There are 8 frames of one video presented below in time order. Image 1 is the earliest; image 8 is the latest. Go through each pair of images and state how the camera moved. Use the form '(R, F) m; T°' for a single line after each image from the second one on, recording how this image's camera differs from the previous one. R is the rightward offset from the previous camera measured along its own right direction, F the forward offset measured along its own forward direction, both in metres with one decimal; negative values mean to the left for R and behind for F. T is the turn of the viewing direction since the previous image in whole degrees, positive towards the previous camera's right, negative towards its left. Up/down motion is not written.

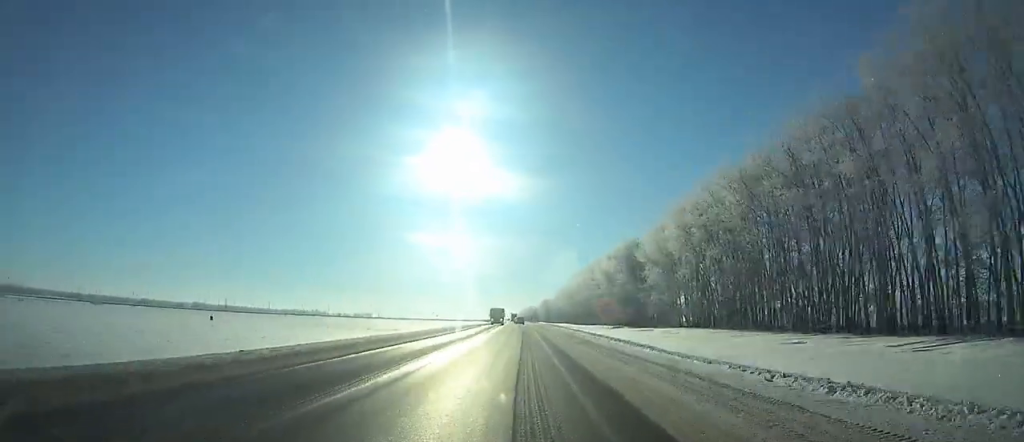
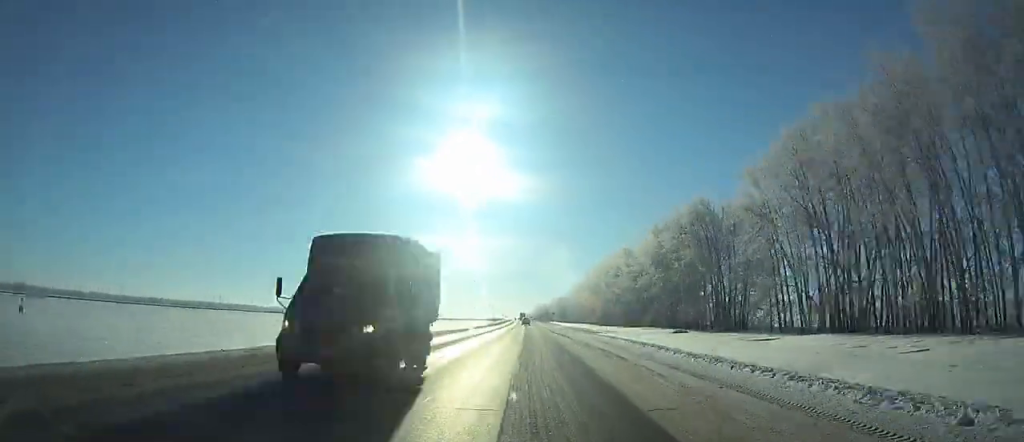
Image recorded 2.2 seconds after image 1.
(-0.3, +48.7) m; 0°
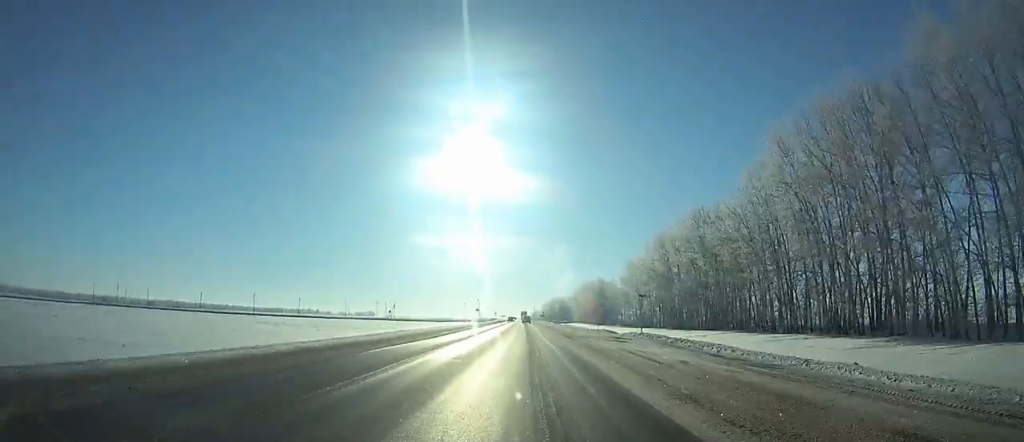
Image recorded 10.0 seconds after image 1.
(-1.1, +169.3) m; -1°
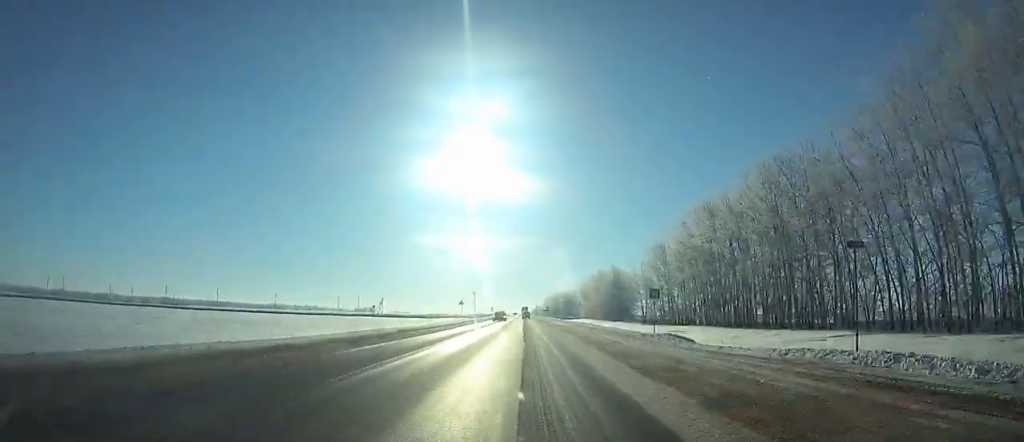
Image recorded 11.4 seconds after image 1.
(-0.1, +29.3) m; 0°
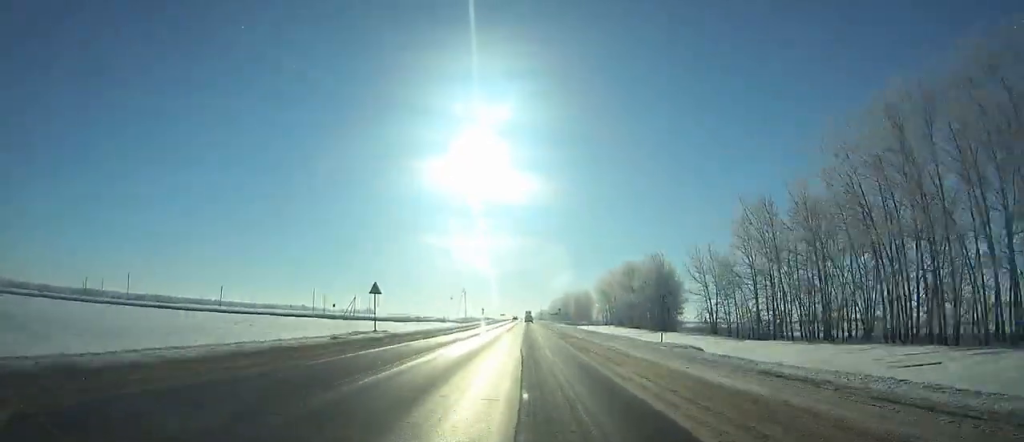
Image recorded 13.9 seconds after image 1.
(-0.1, +51.4) m; 0°
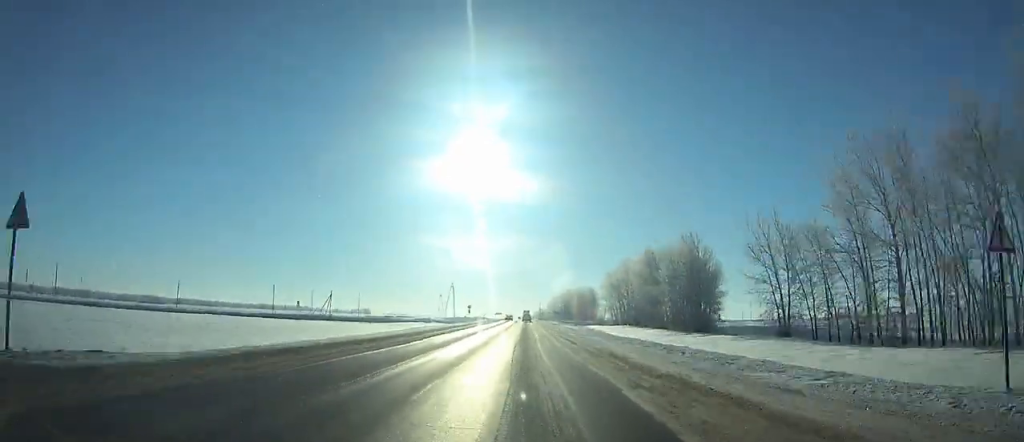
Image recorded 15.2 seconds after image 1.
(0.0, +26.5) m; 0°
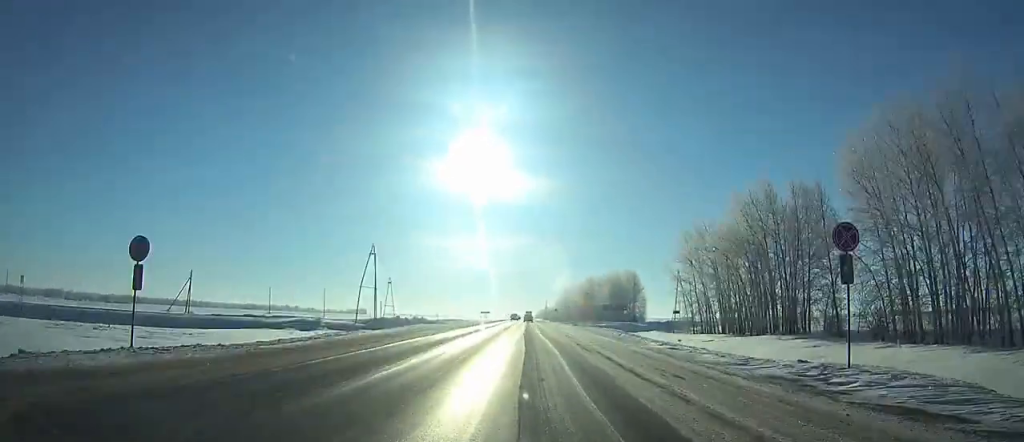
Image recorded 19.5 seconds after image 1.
(-0.1, +88.6) m; 0°
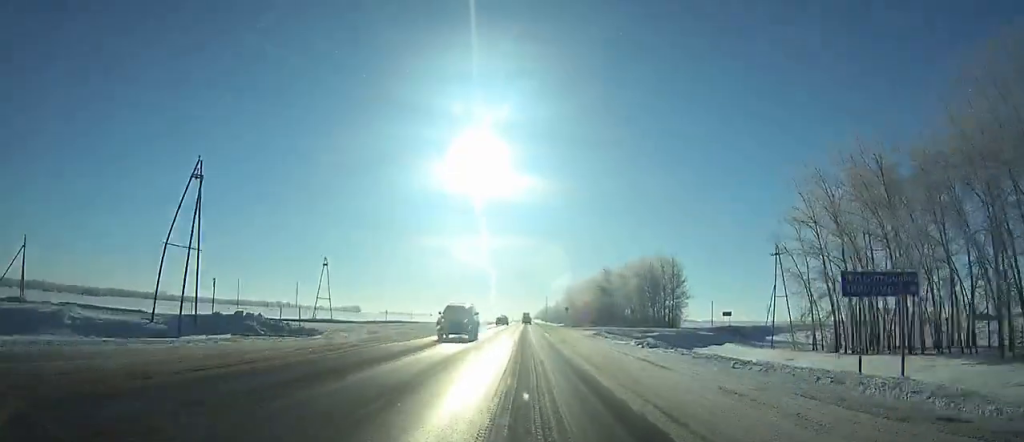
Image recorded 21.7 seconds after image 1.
(-0.1, +48.2) m; 0°
